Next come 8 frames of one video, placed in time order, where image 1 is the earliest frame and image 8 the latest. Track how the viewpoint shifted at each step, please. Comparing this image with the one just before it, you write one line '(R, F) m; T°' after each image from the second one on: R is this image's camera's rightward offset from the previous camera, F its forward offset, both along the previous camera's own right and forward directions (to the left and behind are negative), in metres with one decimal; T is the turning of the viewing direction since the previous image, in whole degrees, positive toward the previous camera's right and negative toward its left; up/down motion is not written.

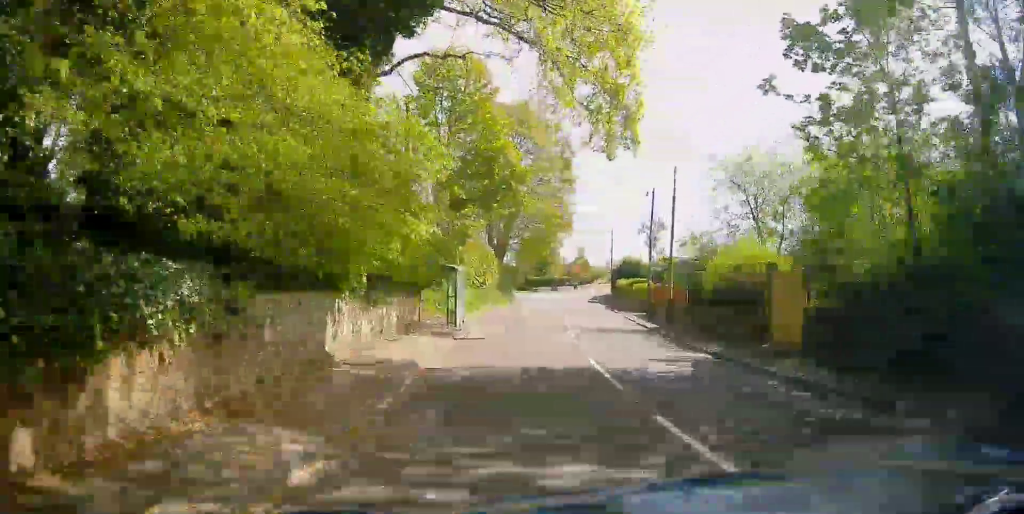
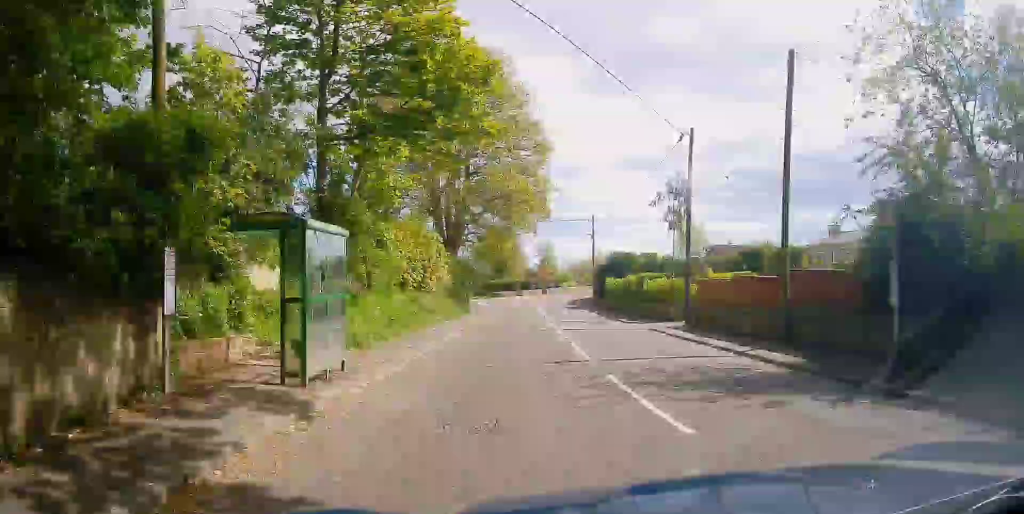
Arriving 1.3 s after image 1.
(0.0, +14.9) m; 0°
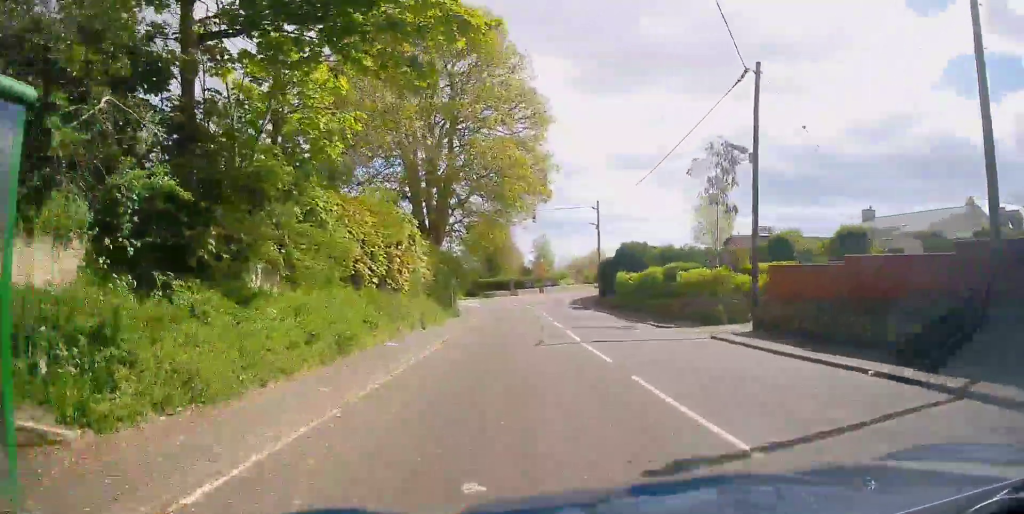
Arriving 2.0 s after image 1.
(0.0, +7.8) m; 0°
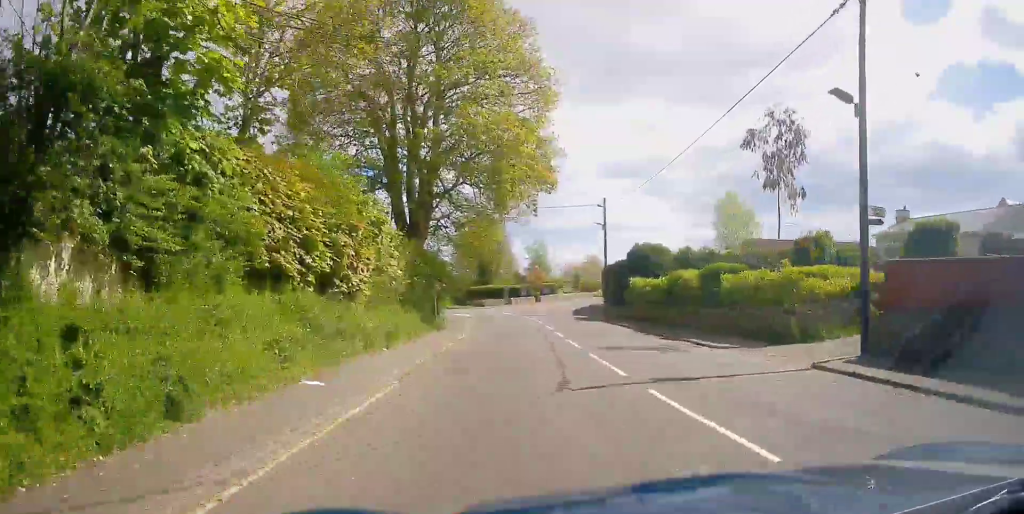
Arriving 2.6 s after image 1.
(0.0, +6.4) m; 0°
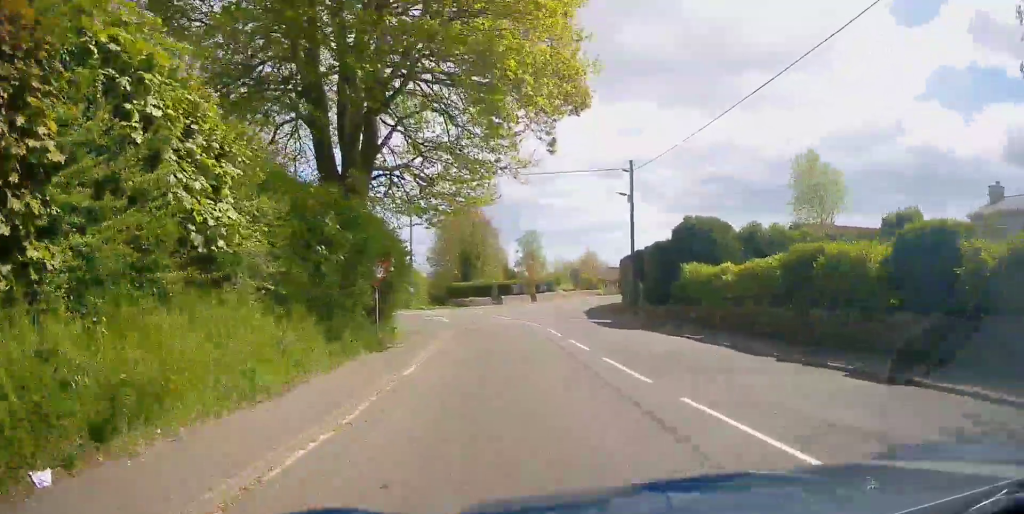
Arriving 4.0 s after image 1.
(0.0, +13.5) m; 0°
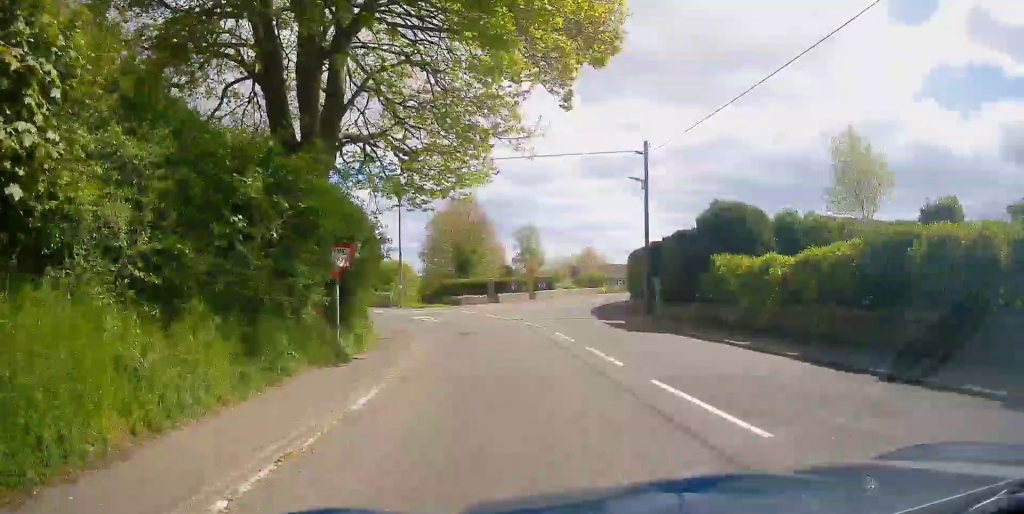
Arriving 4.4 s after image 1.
(0.0, +4.8) m; 0°
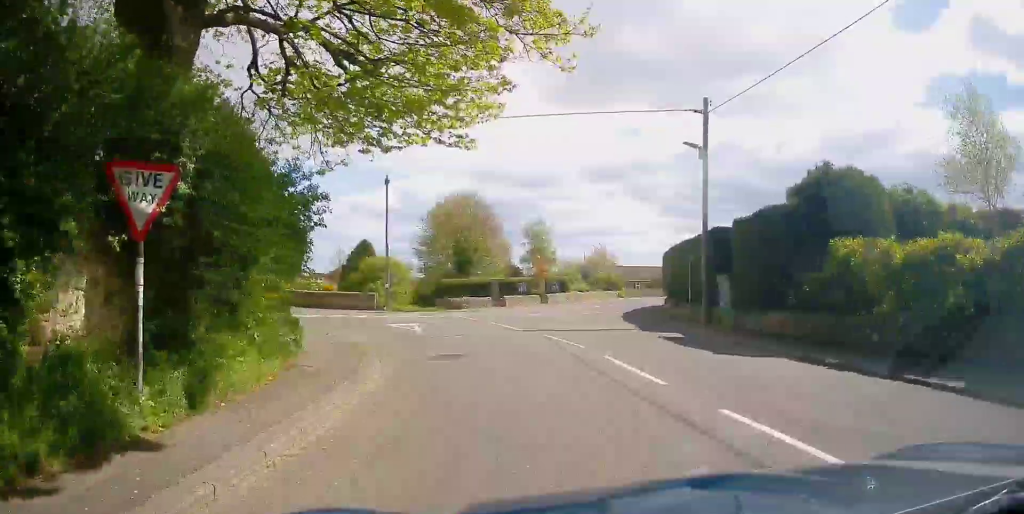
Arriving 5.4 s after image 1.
(0.0, +9.0) m; +5°
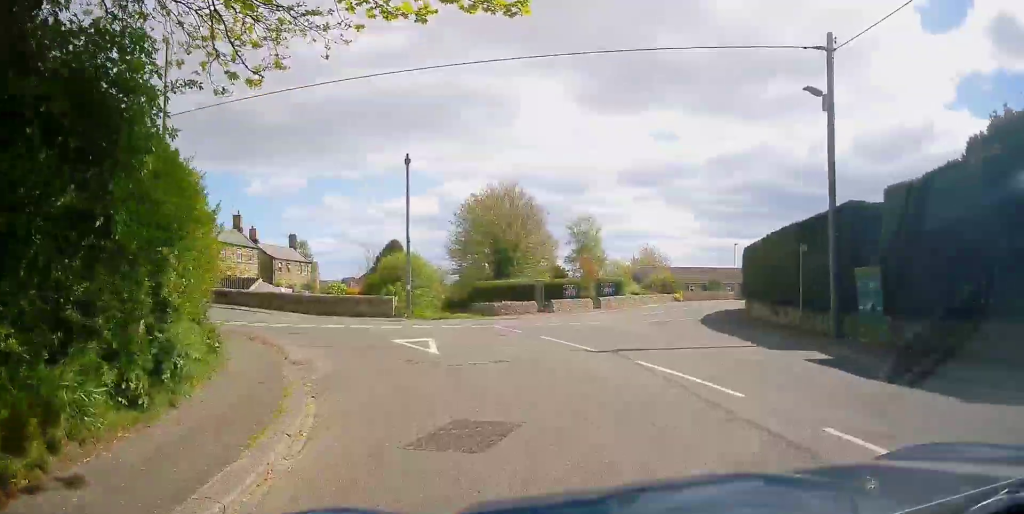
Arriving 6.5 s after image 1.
(+0.8, +8.1) m; +1°
